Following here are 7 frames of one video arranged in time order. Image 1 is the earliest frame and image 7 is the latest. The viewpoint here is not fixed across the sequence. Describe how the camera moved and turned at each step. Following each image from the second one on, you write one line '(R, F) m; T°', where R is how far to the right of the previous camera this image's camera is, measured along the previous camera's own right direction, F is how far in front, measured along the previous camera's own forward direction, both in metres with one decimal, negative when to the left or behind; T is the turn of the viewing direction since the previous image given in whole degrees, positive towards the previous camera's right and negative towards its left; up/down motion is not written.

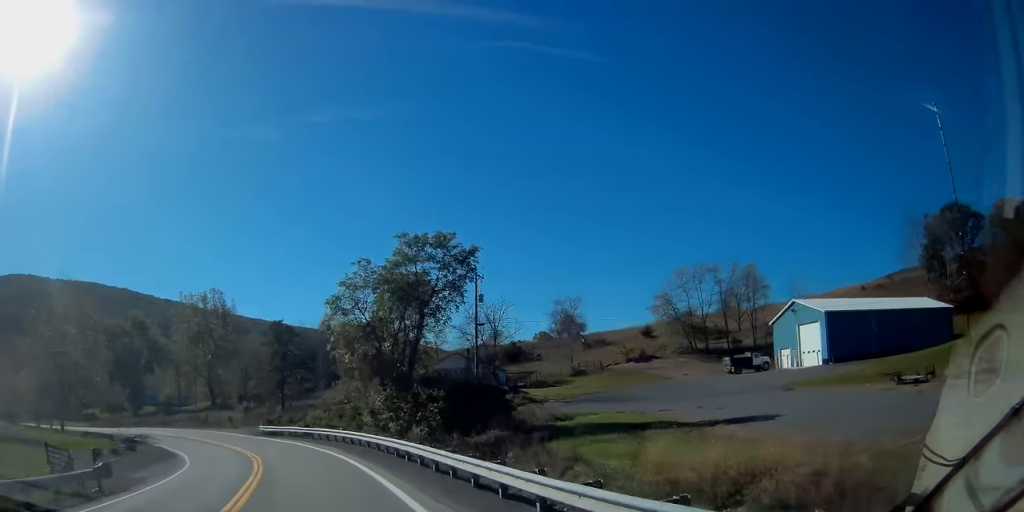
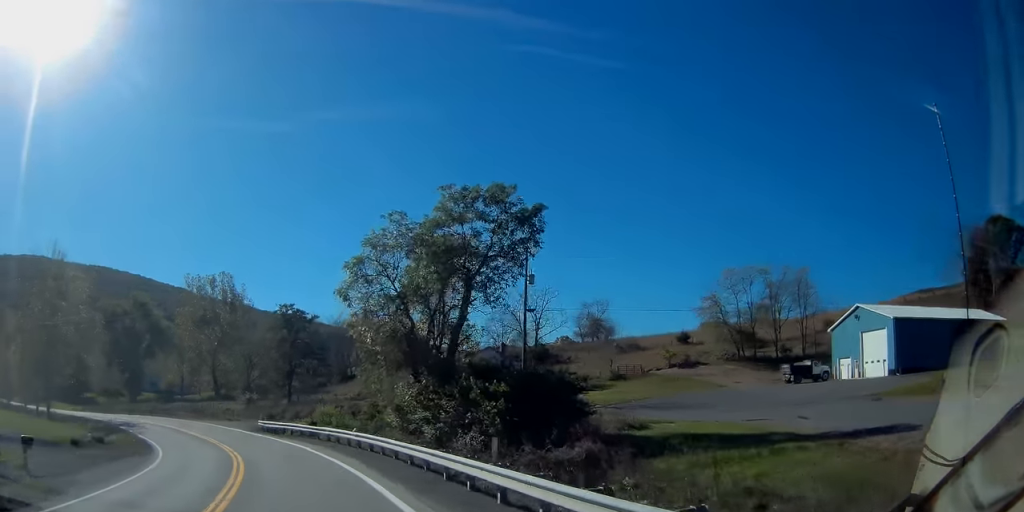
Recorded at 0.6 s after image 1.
(-0.3, +8.0) m; -2°
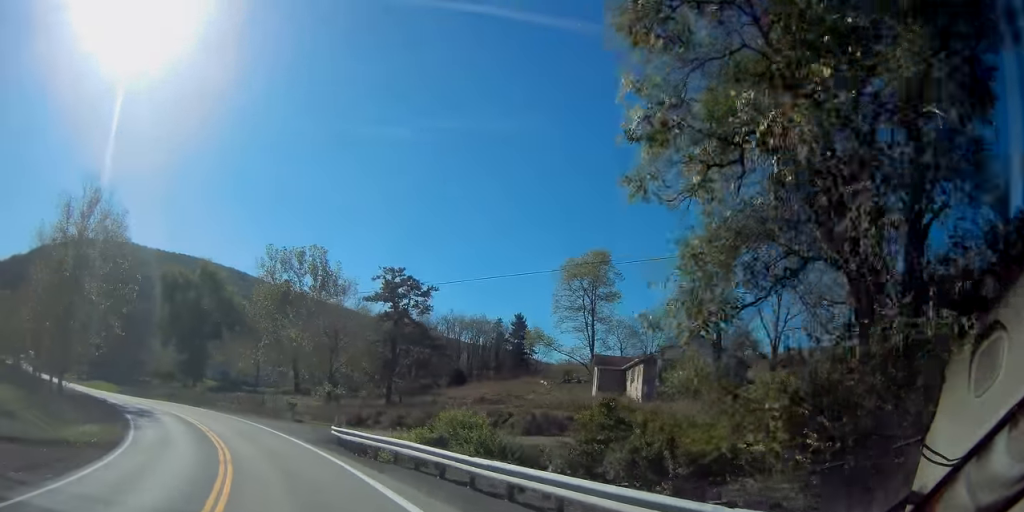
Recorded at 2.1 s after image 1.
(-1.0, +20.2) m; -9°
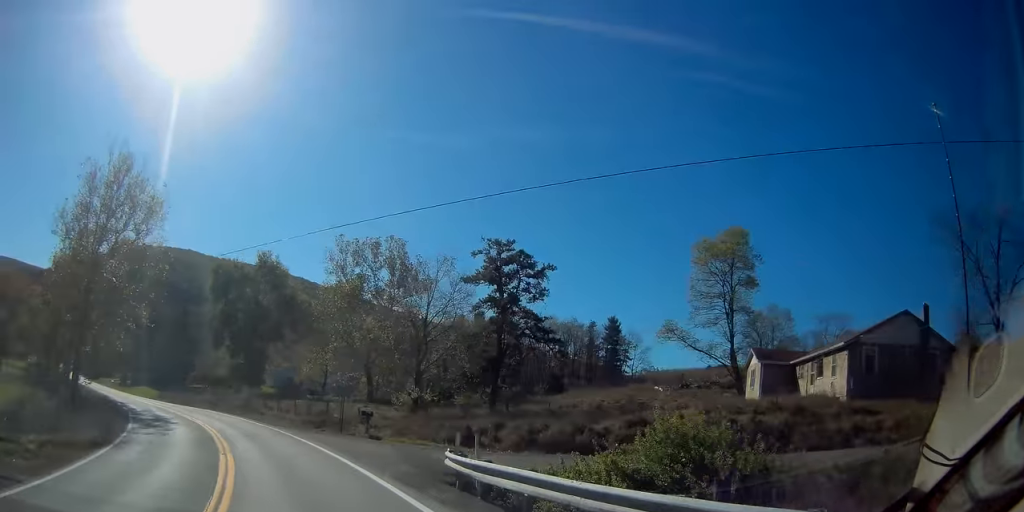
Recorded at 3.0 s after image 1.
(-1.0, +12.2) m; -8°
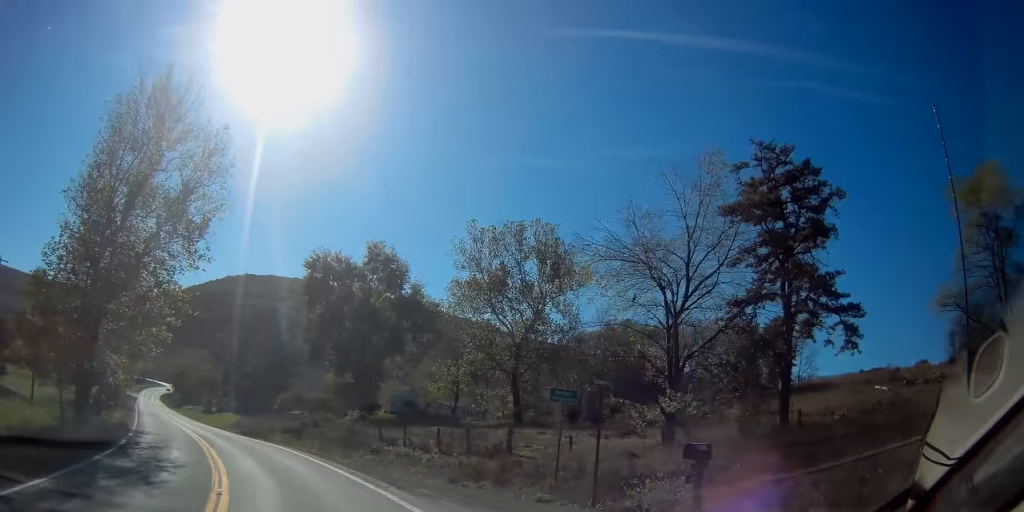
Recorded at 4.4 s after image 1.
(-1.6, +19.0) m; -11°
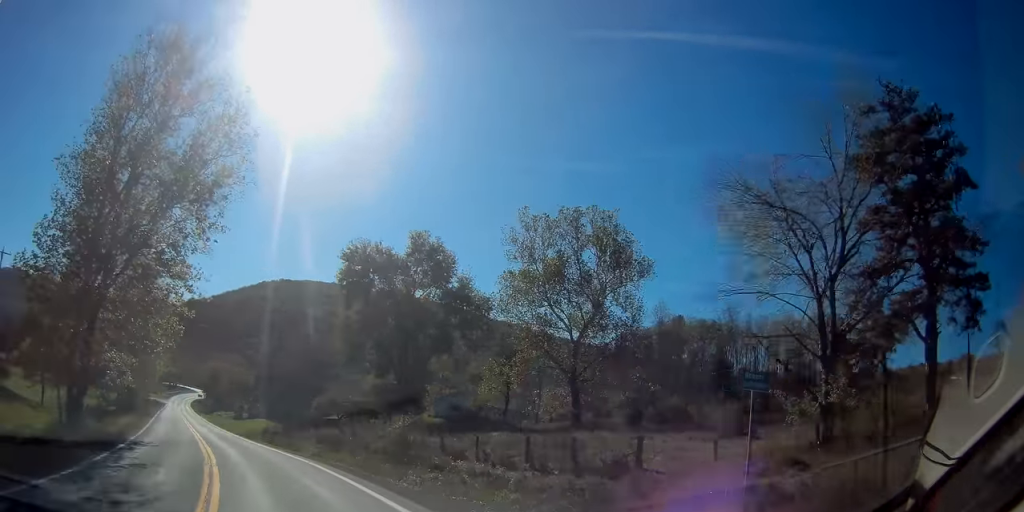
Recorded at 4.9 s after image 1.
(0.0, +6.2) m; -4°
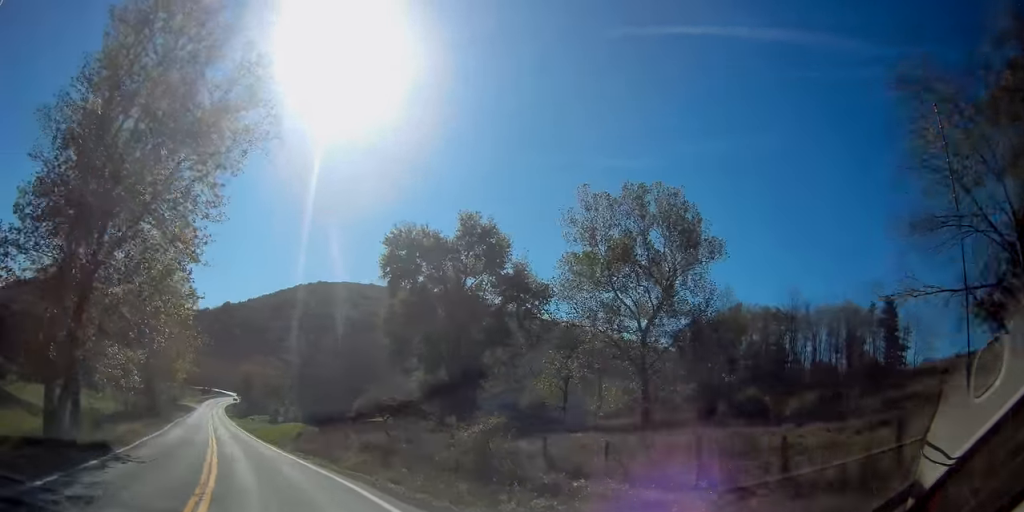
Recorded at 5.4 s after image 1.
(-0.5, +6.6) m; -4°
